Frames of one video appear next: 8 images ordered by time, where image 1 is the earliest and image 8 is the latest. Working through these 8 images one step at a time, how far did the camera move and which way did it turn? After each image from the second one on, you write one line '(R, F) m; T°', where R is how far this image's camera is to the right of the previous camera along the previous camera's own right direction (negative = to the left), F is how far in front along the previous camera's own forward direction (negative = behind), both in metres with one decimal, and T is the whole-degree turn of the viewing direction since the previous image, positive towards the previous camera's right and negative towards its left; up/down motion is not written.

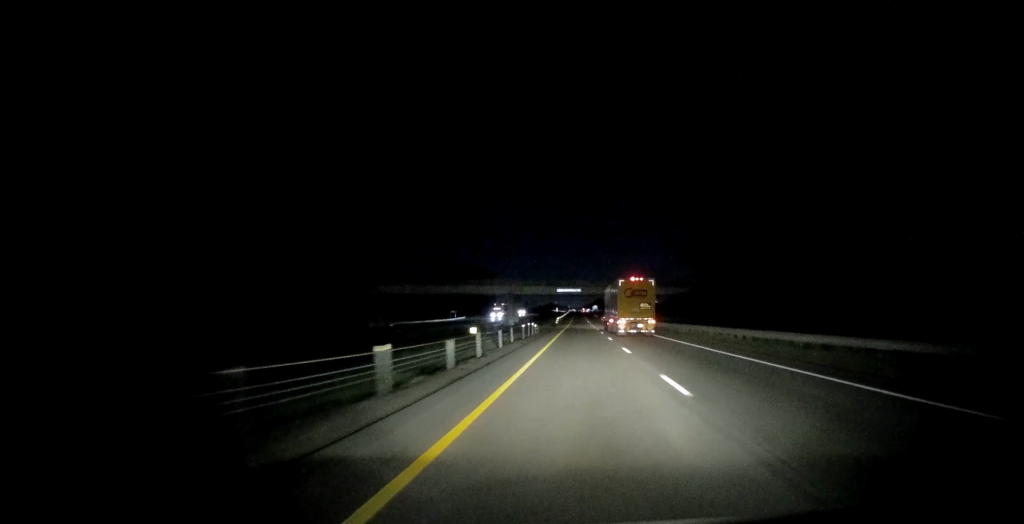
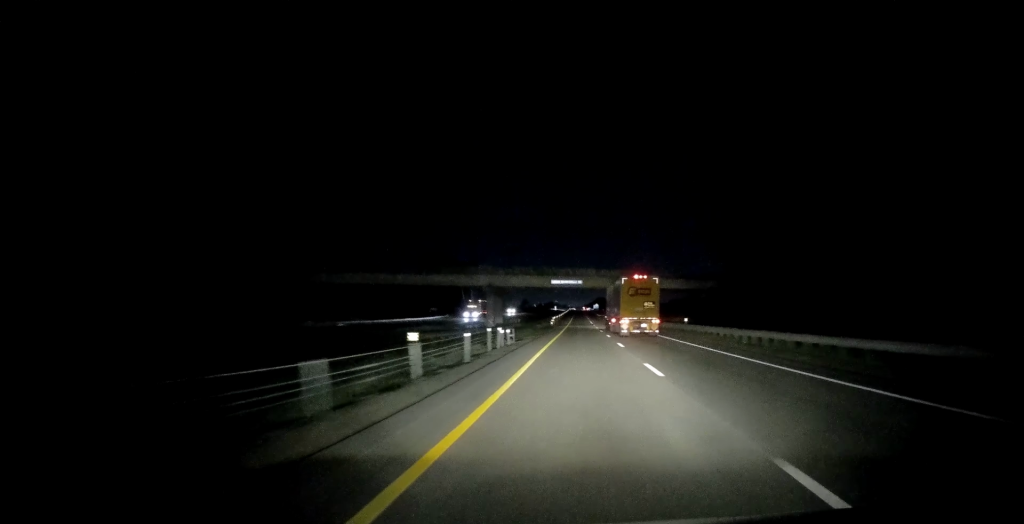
(+0.6, +21.5) m; +1°
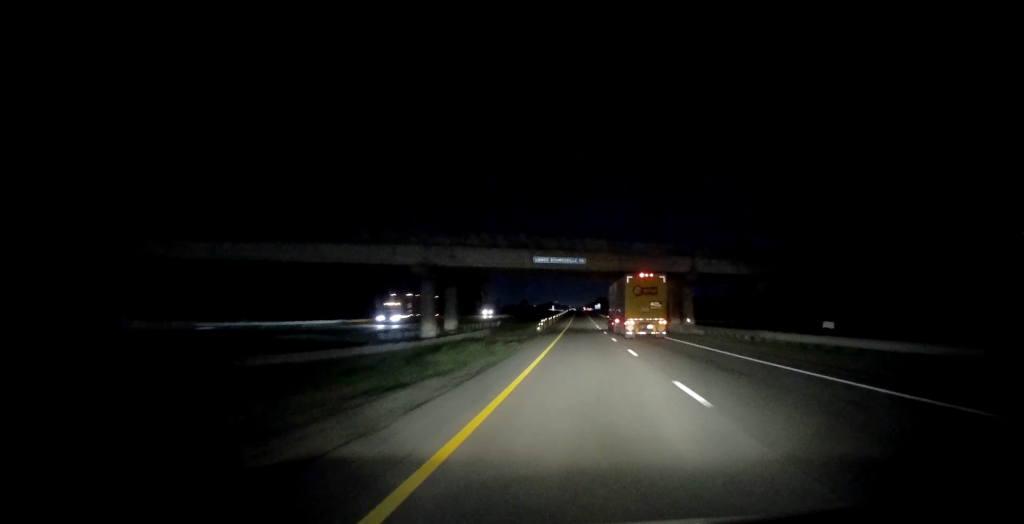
(0.0, +31.3) m; 0°
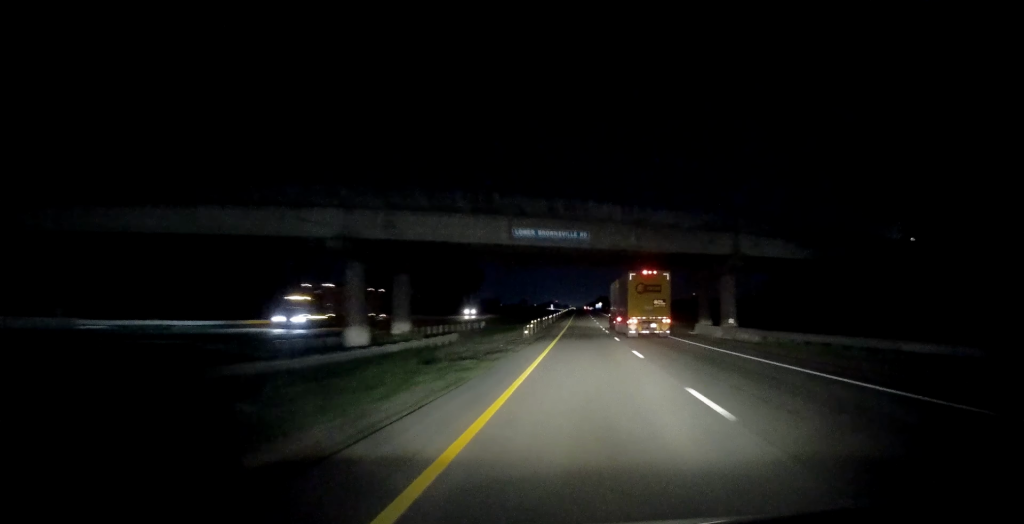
(0.0, +14.0) m; 0°
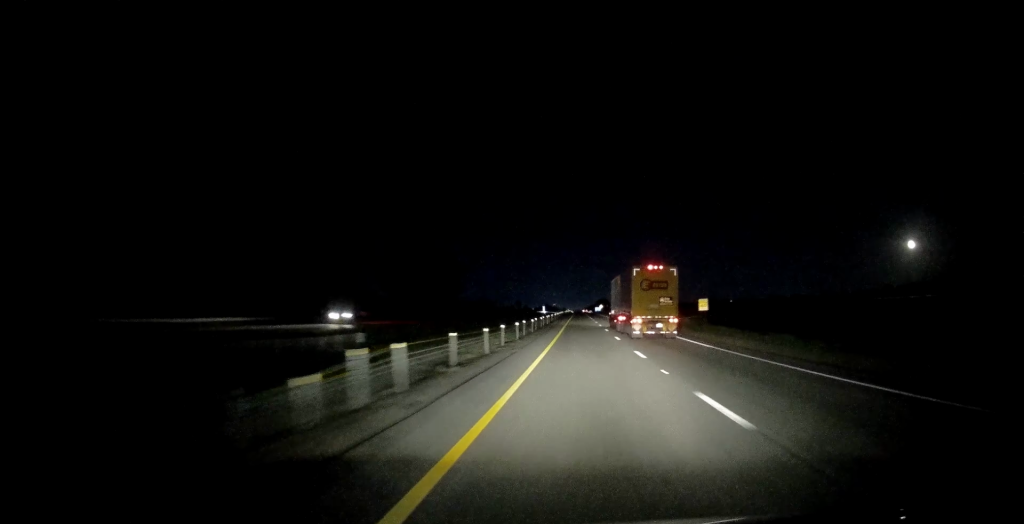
(-0.1, +38.7) m; 0°
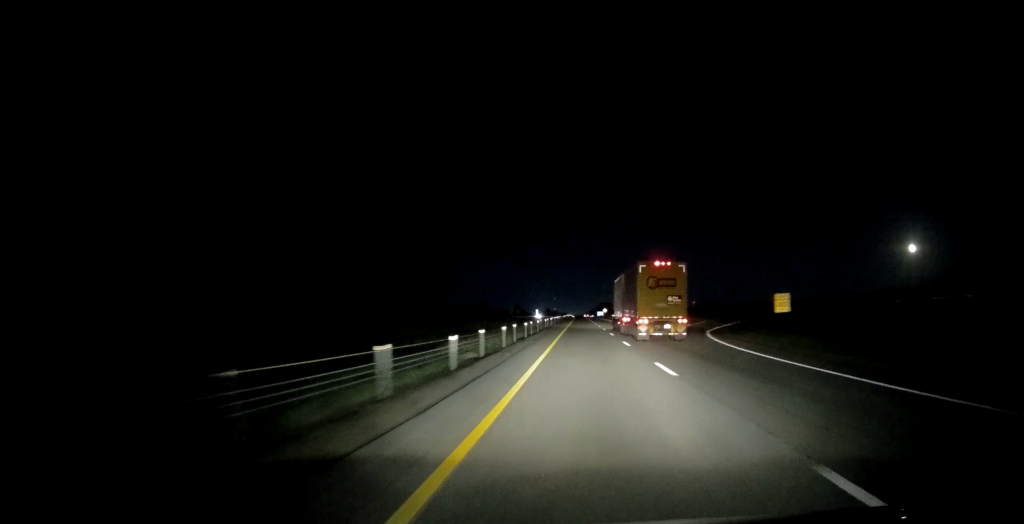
(+0.1, +31.1) m; 0°
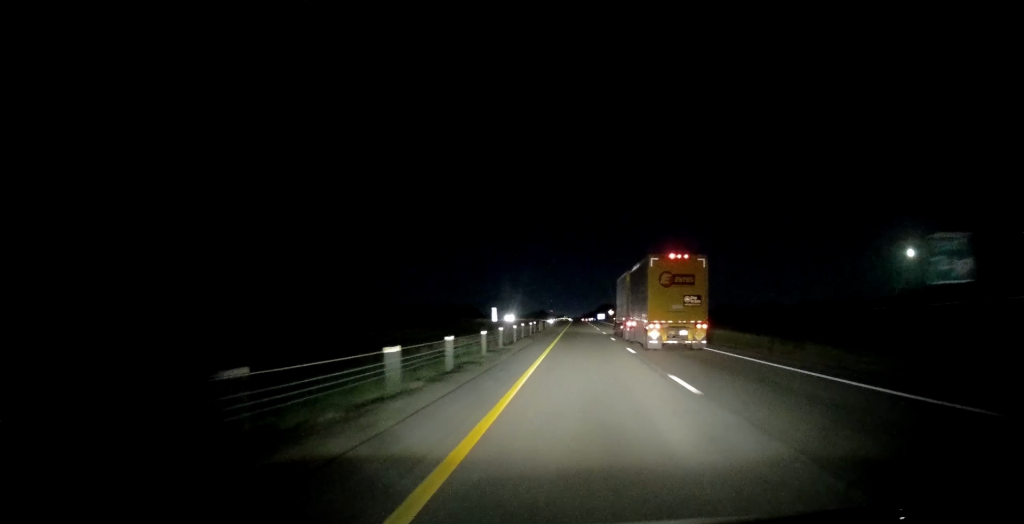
(-1.0, +66.0) m; 0°
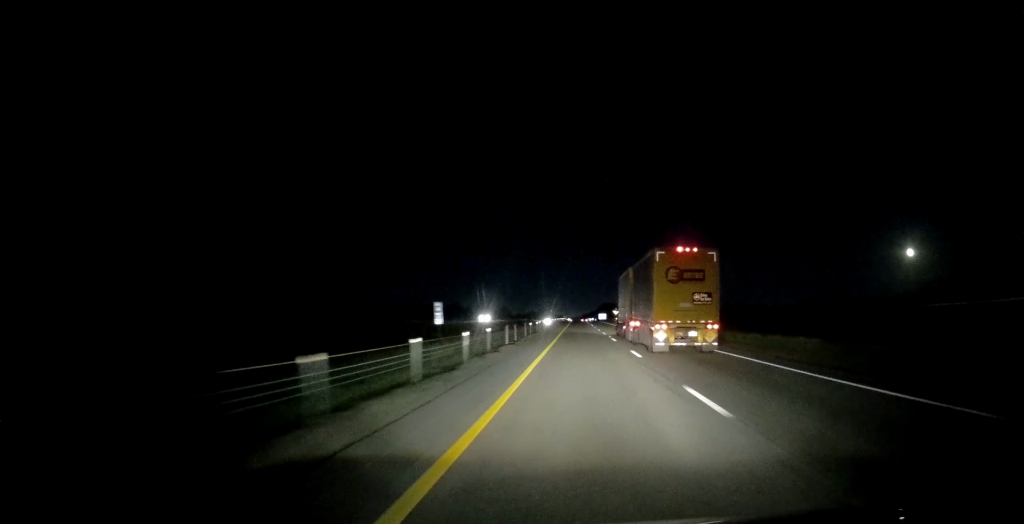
(+0.7, +27.6) m; +1°
